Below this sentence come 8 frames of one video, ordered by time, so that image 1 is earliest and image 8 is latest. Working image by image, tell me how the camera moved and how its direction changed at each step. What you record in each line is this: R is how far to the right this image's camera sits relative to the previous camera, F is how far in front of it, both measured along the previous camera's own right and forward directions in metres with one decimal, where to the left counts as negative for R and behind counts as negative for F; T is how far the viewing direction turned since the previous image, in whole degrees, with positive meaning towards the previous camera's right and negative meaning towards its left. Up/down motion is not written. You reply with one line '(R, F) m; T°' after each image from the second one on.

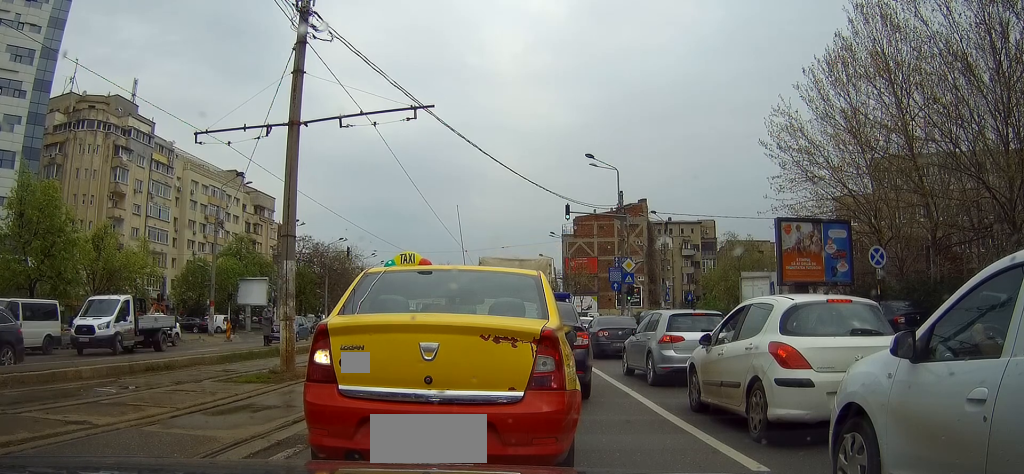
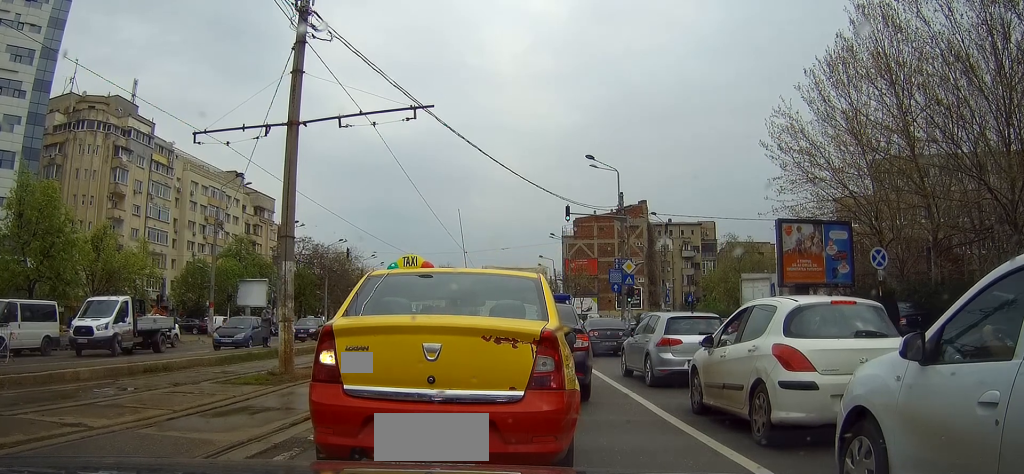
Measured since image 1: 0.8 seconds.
(0.0, 0.0) m; 0°
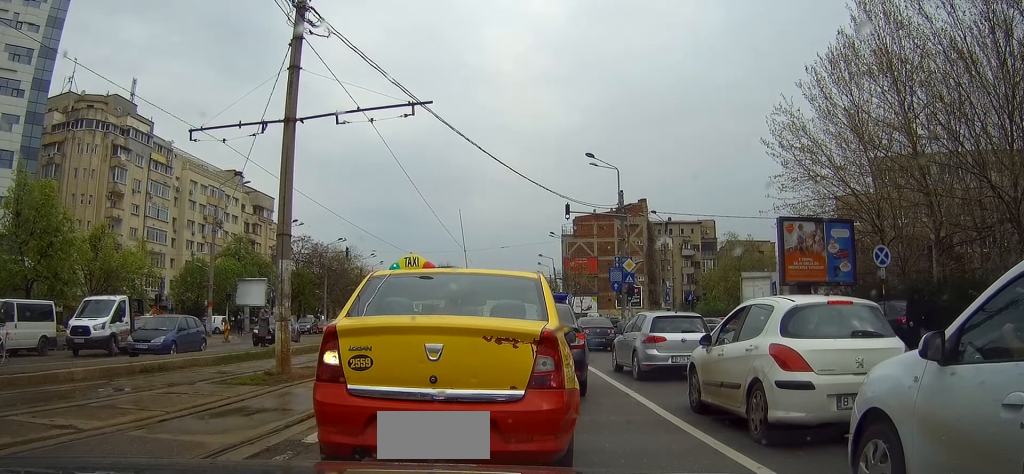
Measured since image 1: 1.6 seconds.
(0.0, 0.0) m; 0°
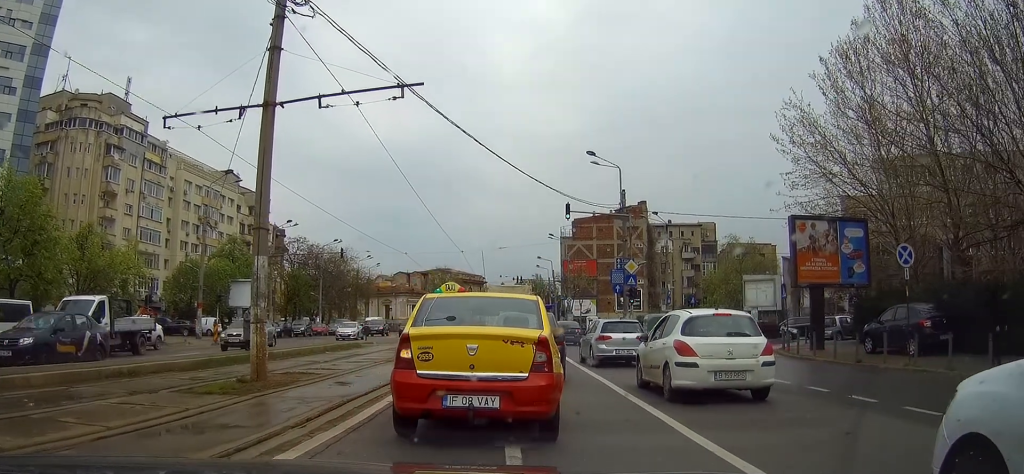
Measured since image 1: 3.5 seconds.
(-0.1, +0.8) m; -2°
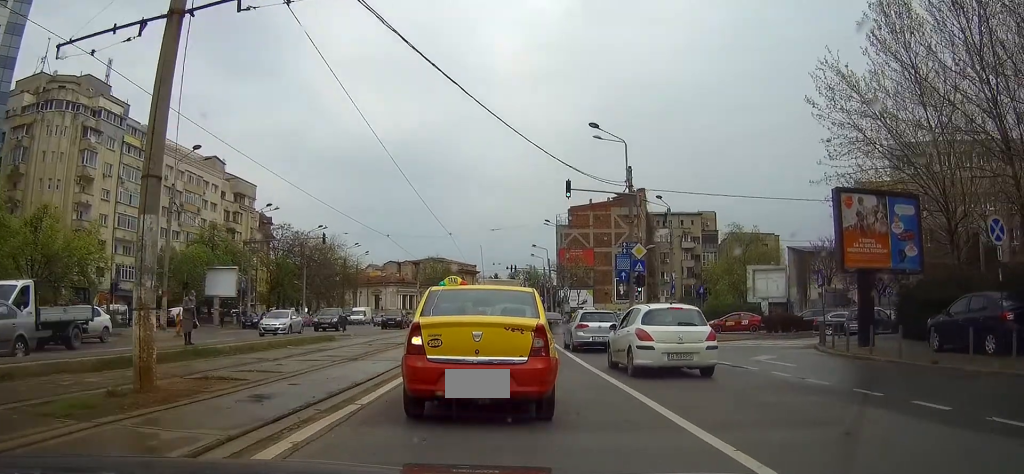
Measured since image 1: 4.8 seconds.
(-0.1, +3.6) m; -1°
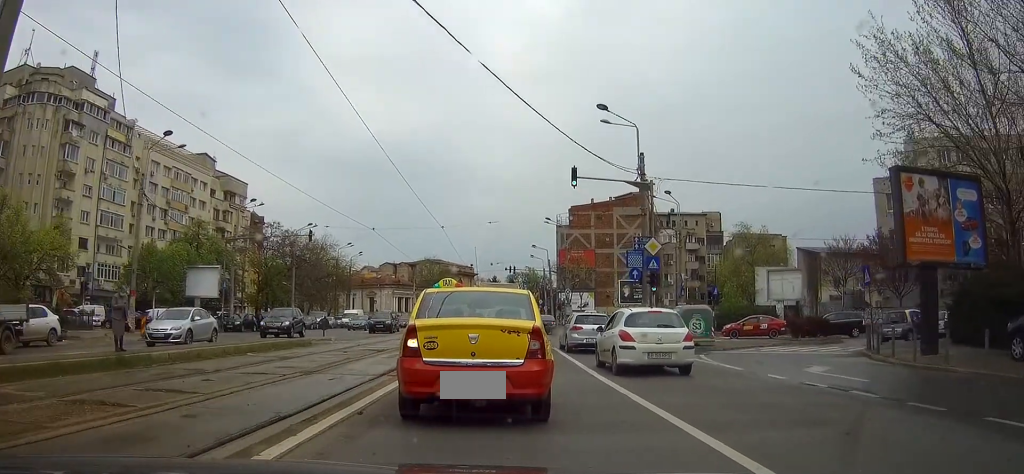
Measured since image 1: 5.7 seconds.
(0.0, +3.6) m; +3°
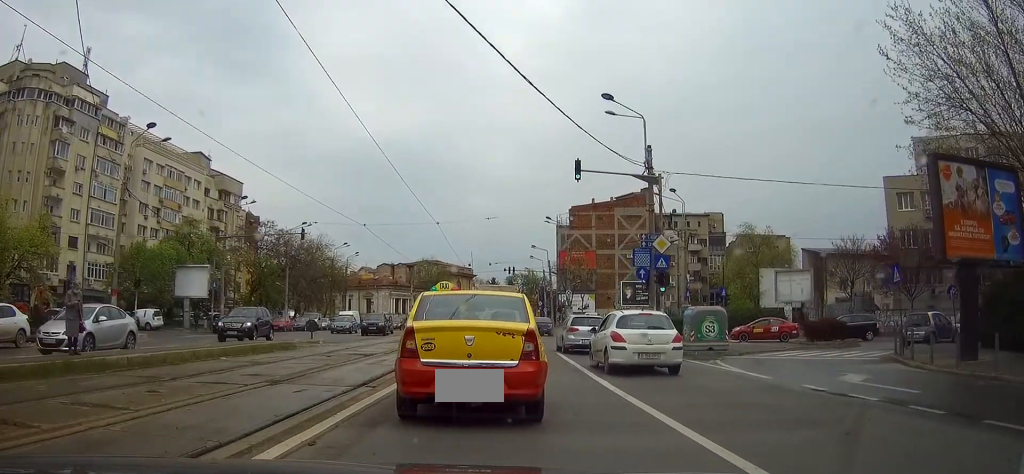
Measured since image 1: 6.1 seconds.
(0.0, +2.0) m; +1°
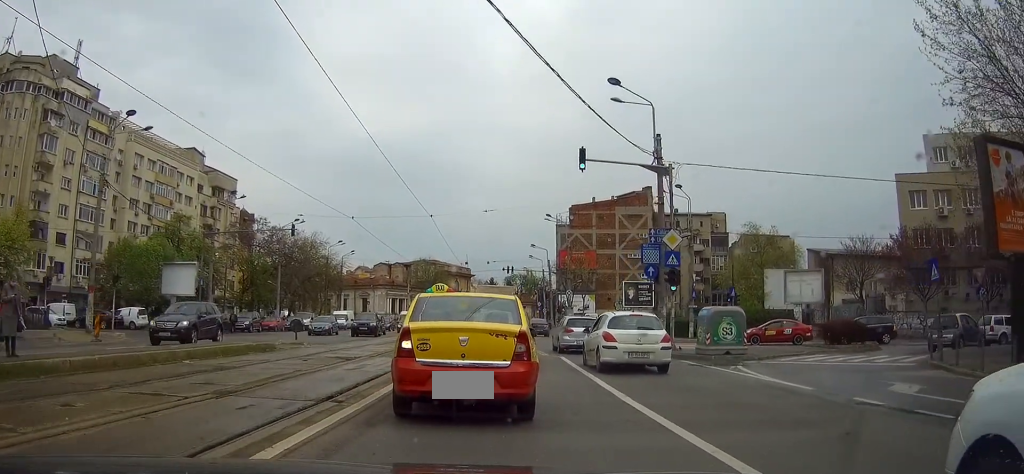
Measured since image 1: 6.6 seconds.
(+0.1, +2.4) m; 0°
